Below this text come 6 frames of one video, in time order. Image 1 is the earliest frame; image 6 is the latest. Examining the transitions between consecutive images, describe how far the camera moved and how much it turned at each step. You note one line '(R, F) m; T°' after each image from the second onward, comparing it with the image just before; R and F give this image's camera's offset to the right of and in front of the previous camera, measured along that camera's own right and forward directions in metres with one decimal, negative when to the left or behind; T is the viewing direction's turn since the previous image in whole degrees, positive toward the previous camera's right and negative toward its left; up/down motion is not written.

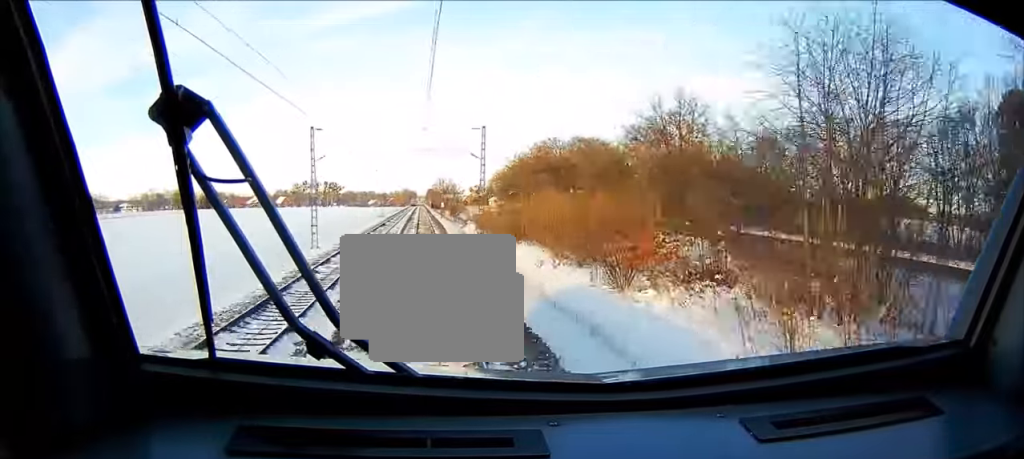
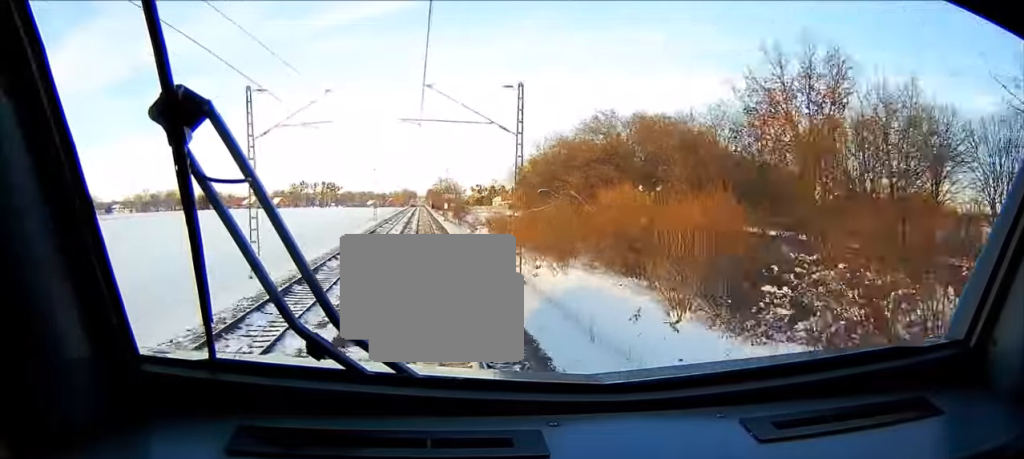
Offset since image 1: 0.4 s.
(0.0, +17.3) m; 0°
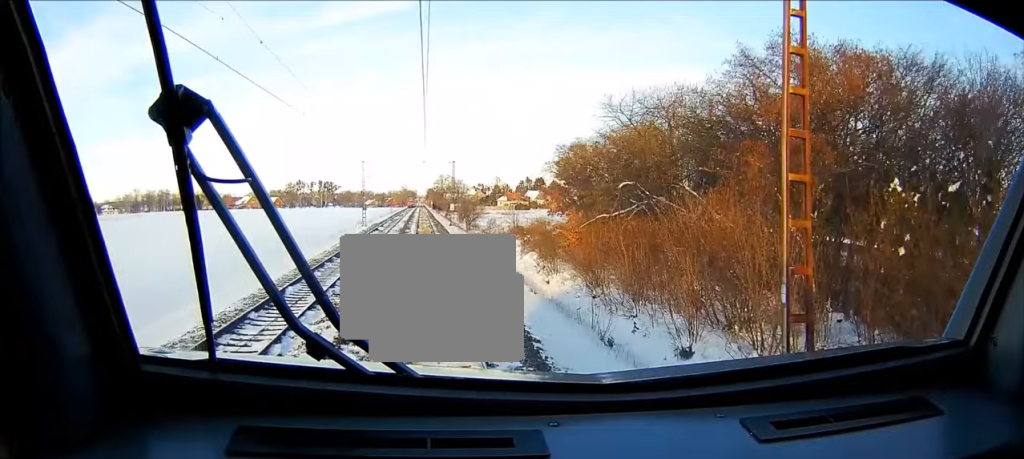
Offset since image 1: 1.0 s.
(0.0, +22.7) m; 0°
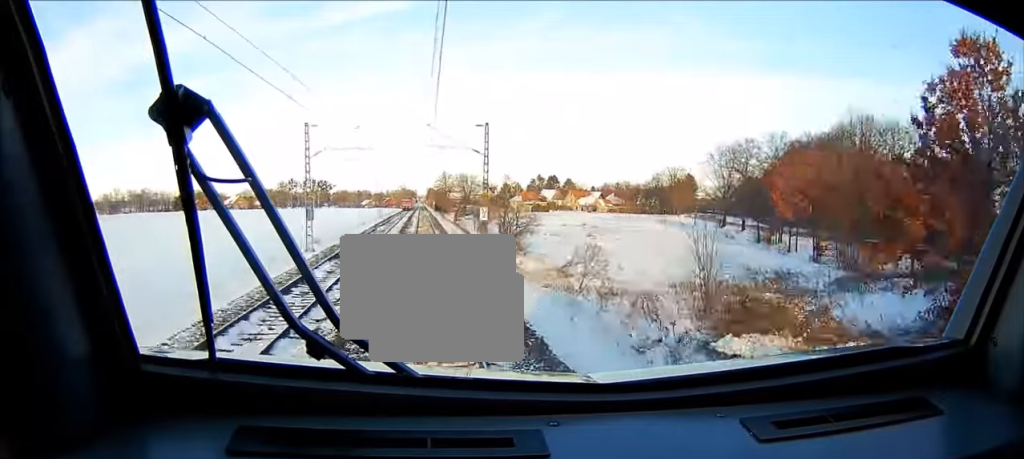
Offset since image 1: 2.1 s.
(+0.1, +45.6) m; 0°
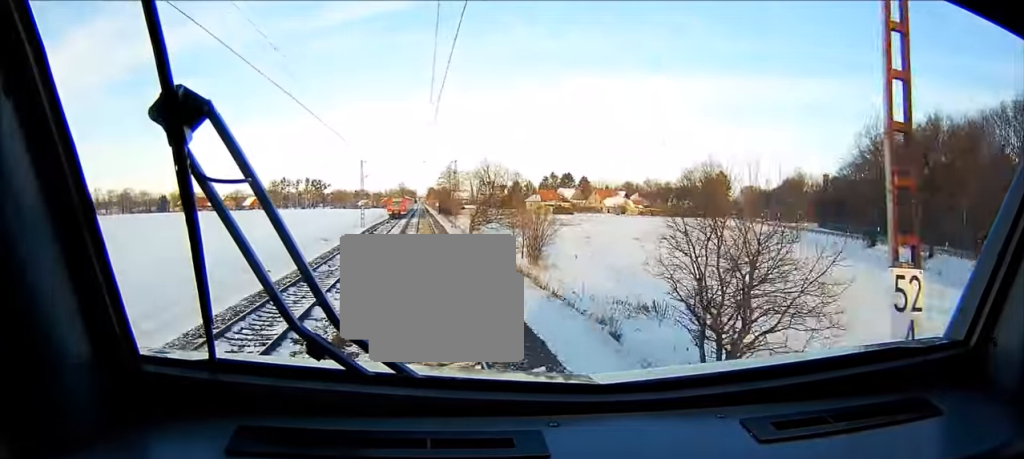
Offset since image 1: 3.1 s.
(0.0, +38.5) m; 0°
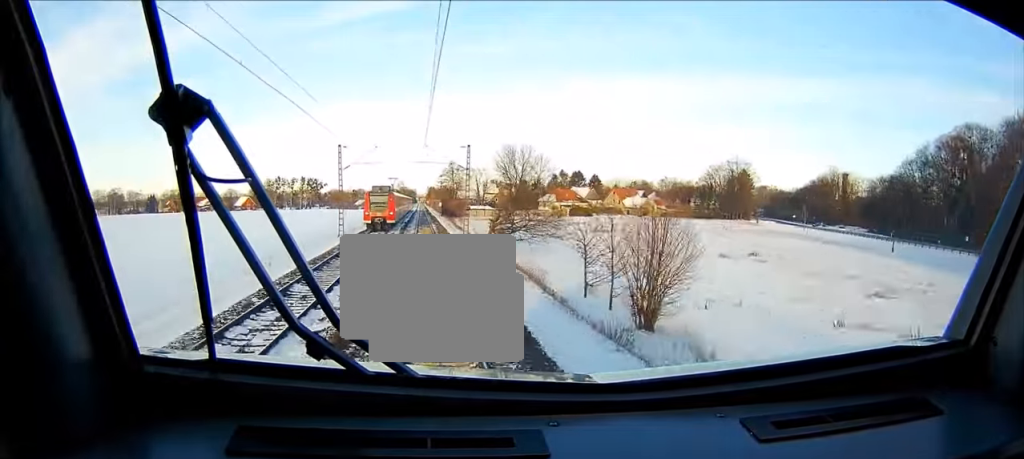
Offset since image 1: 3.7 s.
(0.0, +23.5) m; 0°
